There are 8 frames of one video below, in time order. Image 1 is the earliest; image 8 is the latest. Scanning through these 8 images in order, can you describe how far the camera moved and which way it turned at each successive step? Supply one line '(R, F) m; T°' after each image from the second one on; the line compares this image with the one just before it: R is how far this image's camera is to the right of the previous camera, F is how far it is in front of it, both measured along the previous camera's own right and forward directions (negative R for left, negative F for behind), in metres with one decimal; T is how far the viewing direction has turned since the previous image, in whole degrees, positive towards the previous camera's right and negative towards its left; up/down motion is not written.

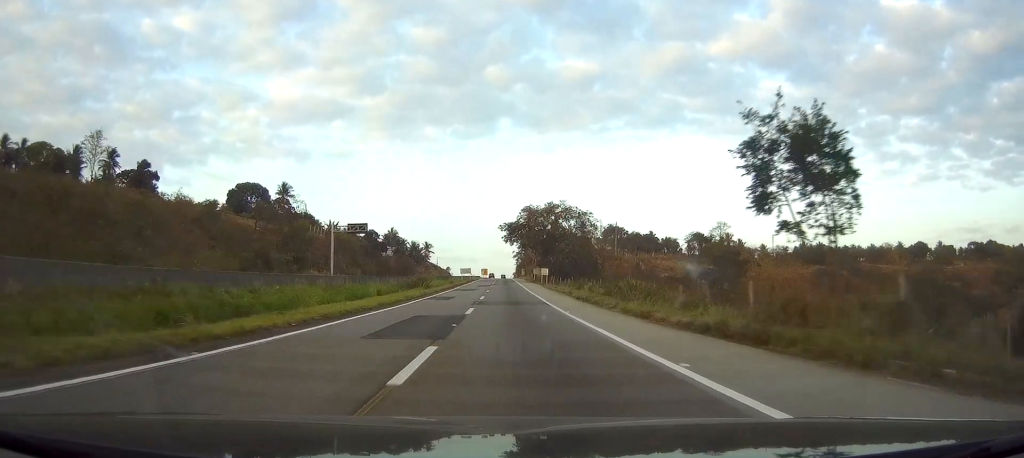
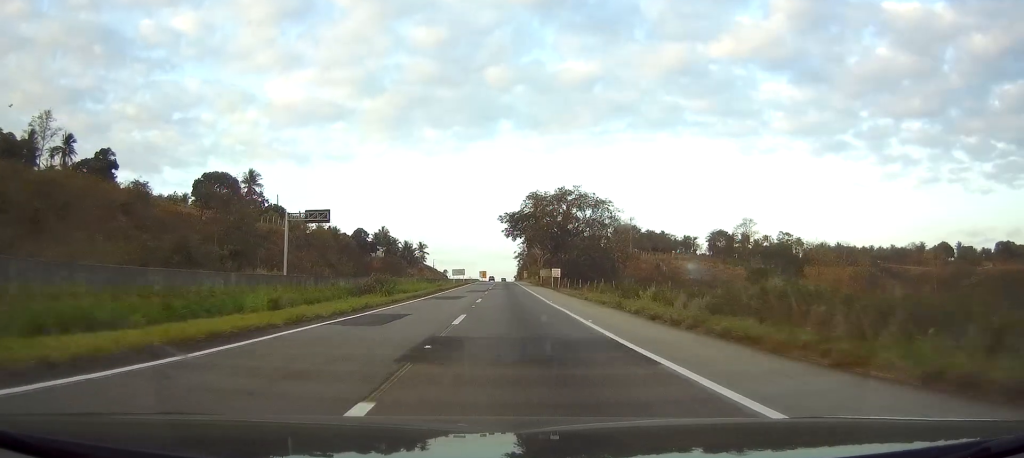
(0.0, +22.0) m; 0°
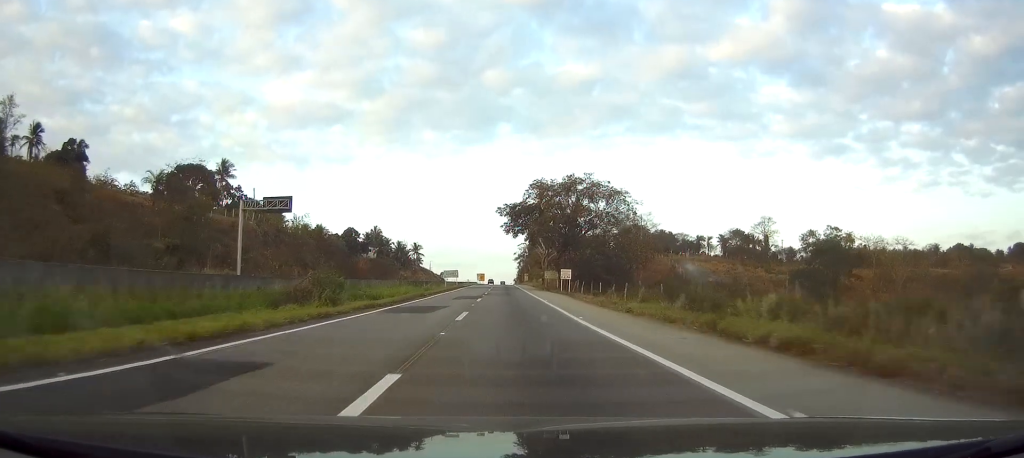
(0.0, +14.3) m; 0°
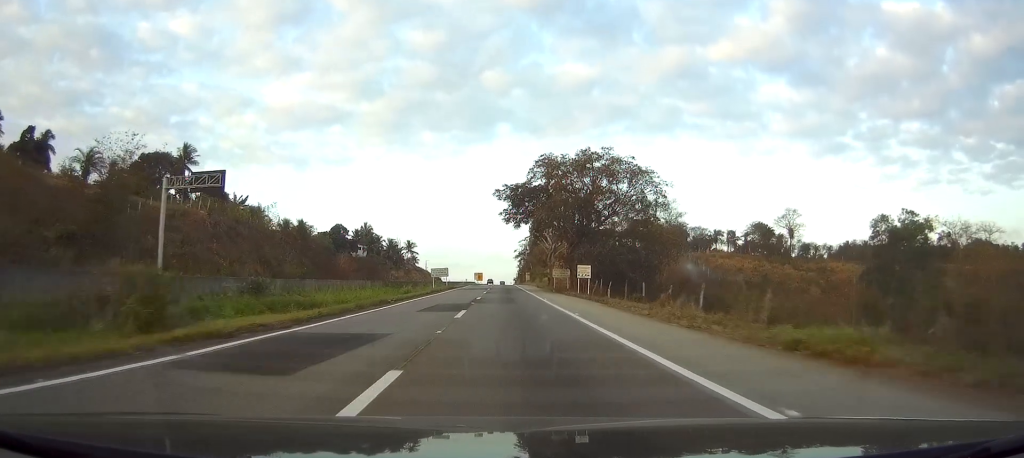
(+0.1, +16.0) m; 0°
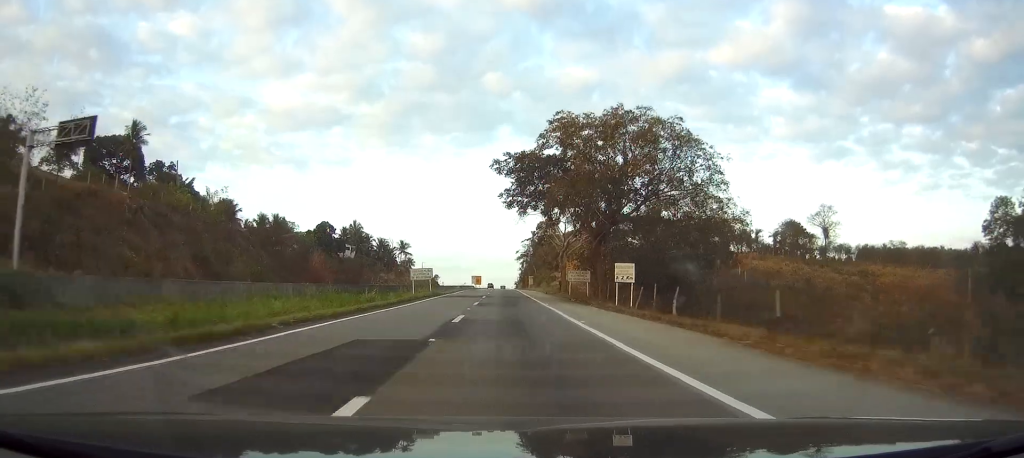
(0.0, +18.0) m; 0°
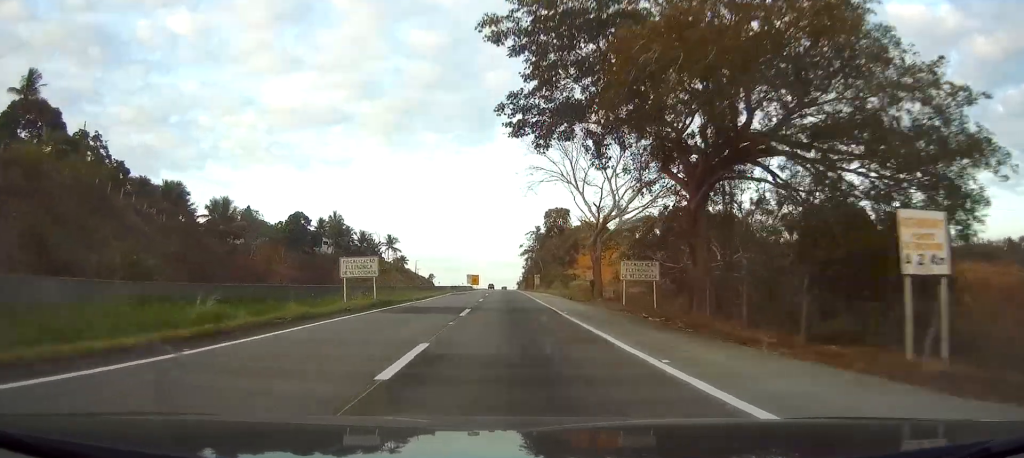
(0.0, +26.9) m; 0°
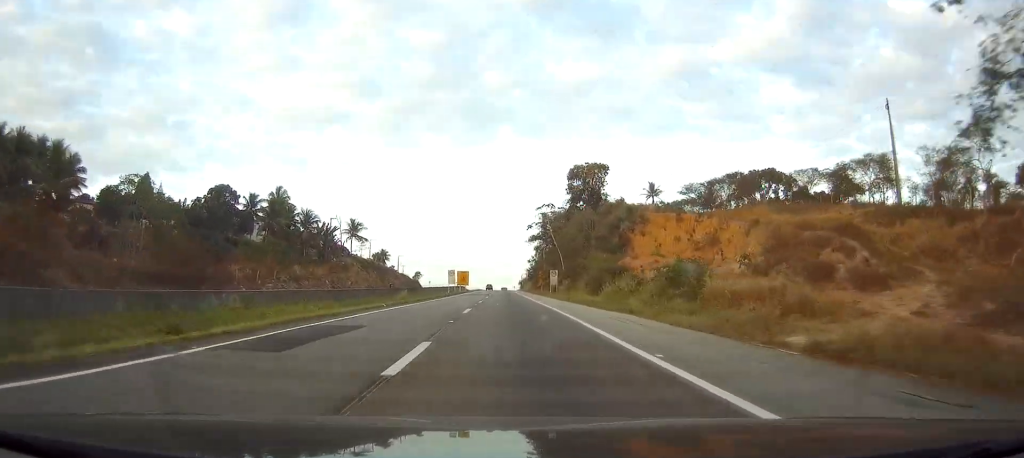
(0.0, +48.6) m; 0°
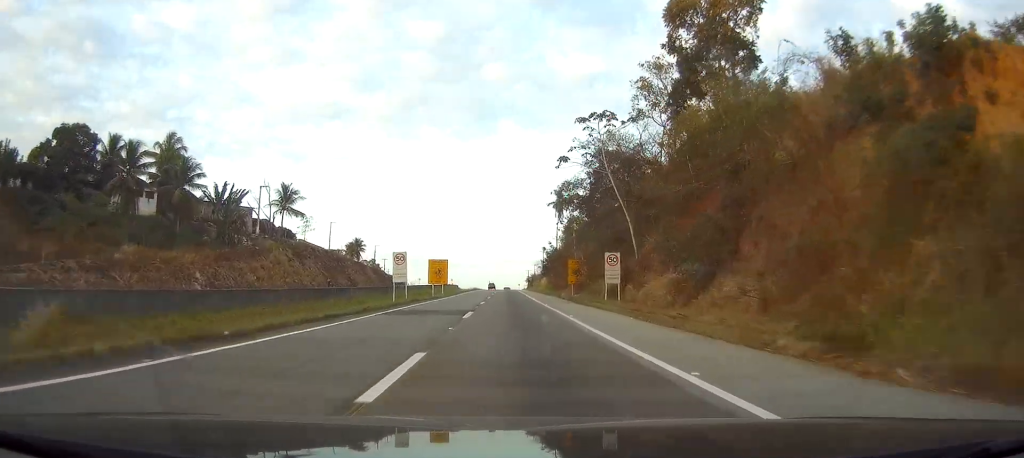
(+0.1, +50.6) m; 0°
